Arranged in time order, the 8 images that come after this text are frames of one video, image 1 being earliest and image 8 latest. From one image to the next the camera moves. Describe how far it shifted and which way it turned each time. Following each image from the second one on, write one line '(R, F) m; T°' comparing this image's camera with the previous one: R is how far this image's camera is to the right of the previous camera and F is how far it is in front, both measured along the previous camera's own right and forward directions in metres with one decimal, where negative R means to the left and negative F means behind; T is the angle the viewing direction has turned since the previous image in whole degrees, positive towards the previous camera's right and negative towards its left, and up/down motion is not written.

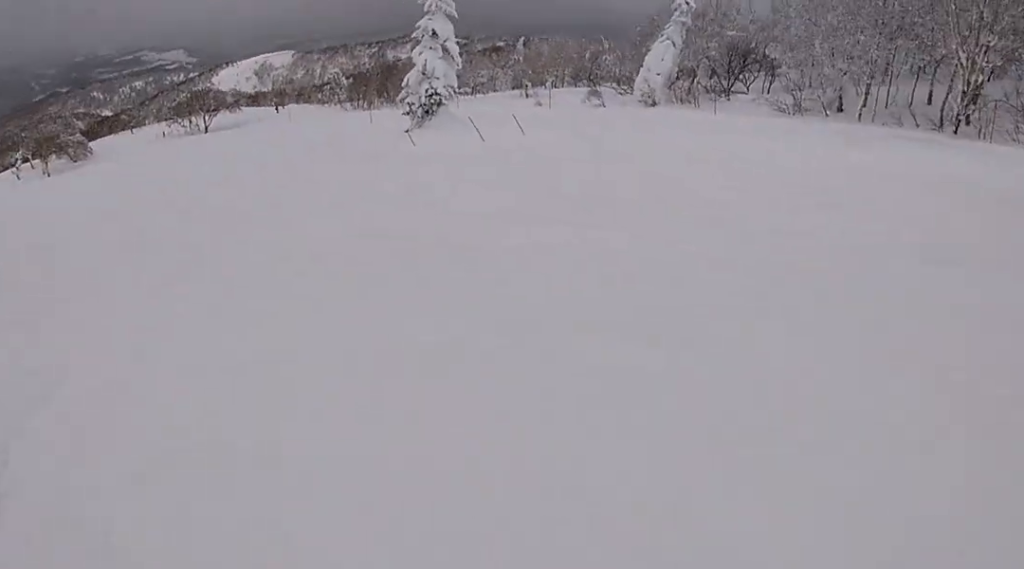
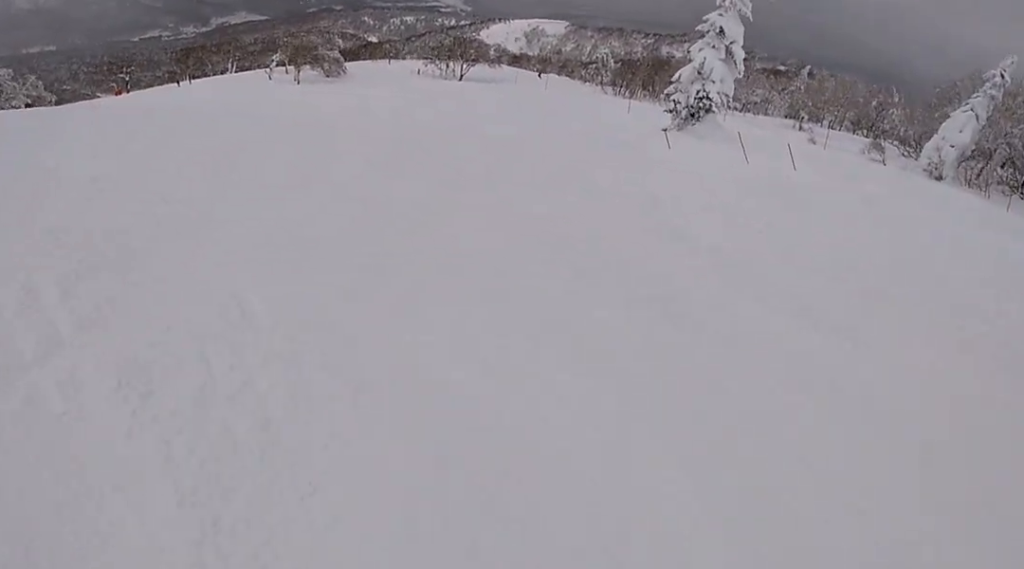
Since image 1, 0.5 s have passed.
(-0.3, +2.3) m; -12°
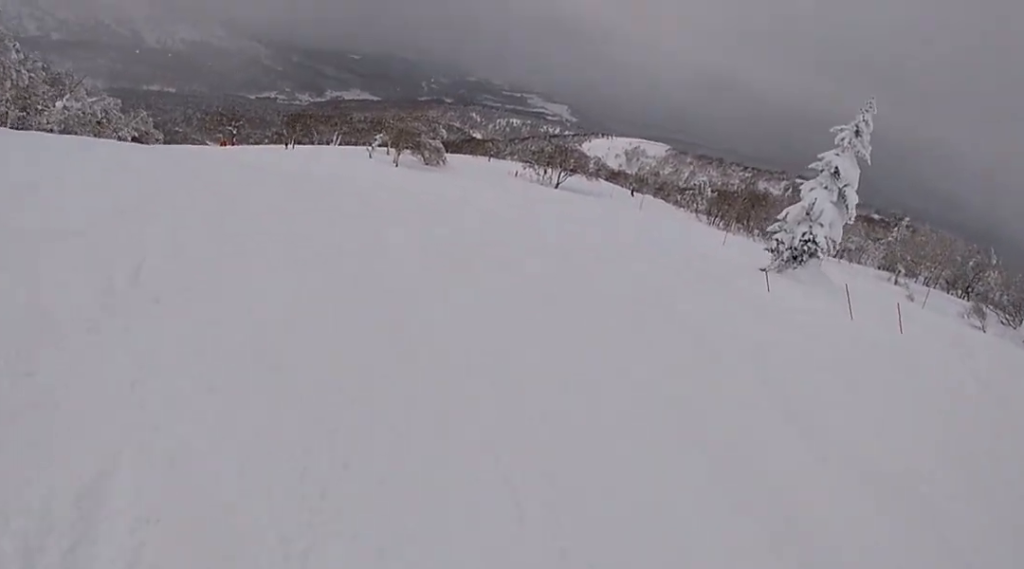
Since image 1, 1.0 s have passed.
(+0.2, +2.0) m; -11°
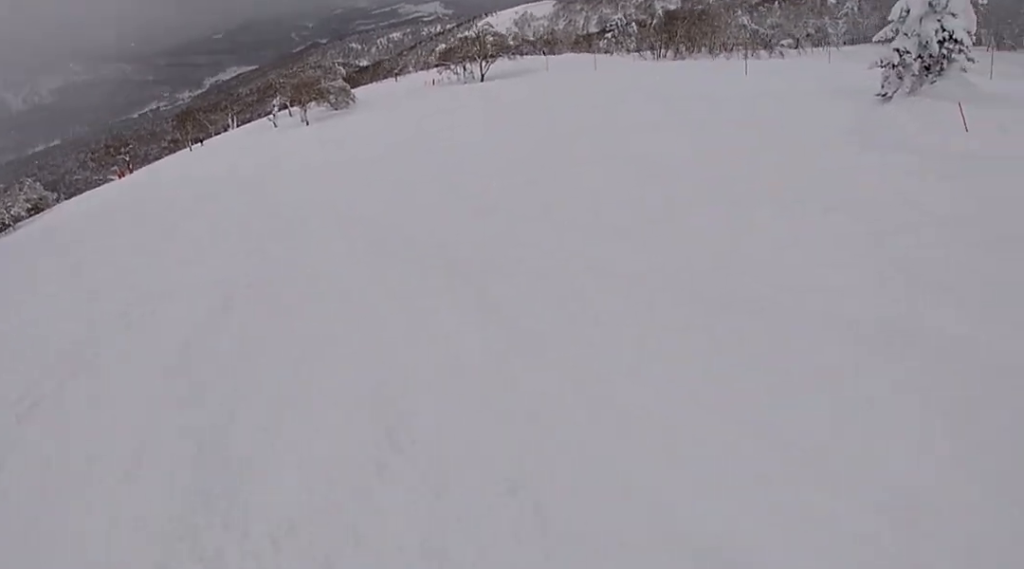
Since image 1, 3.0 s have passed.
(+0.1, +10.6) m; +10°
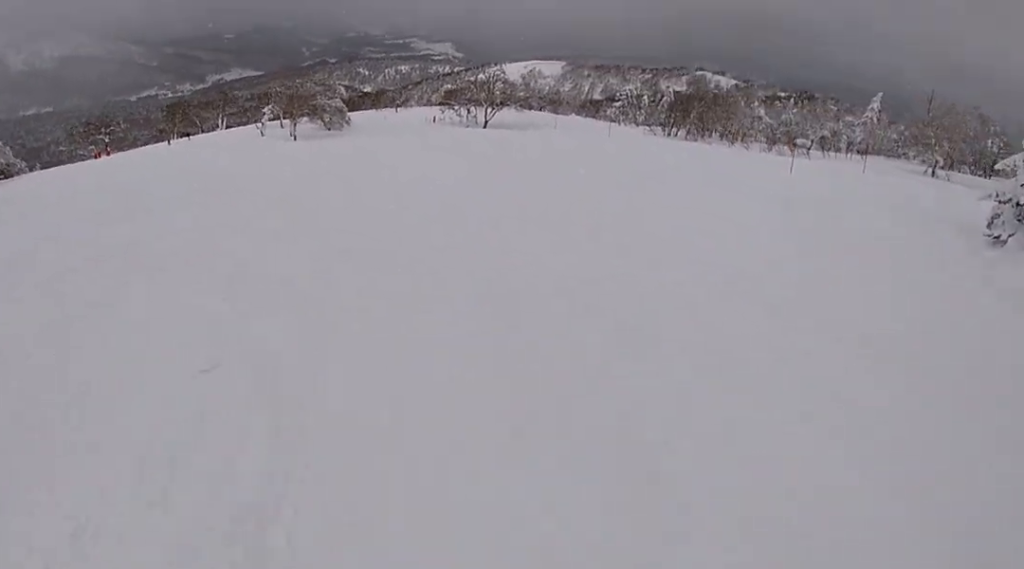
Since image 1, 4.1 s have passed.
(-0.6, +6.3) m; -15°
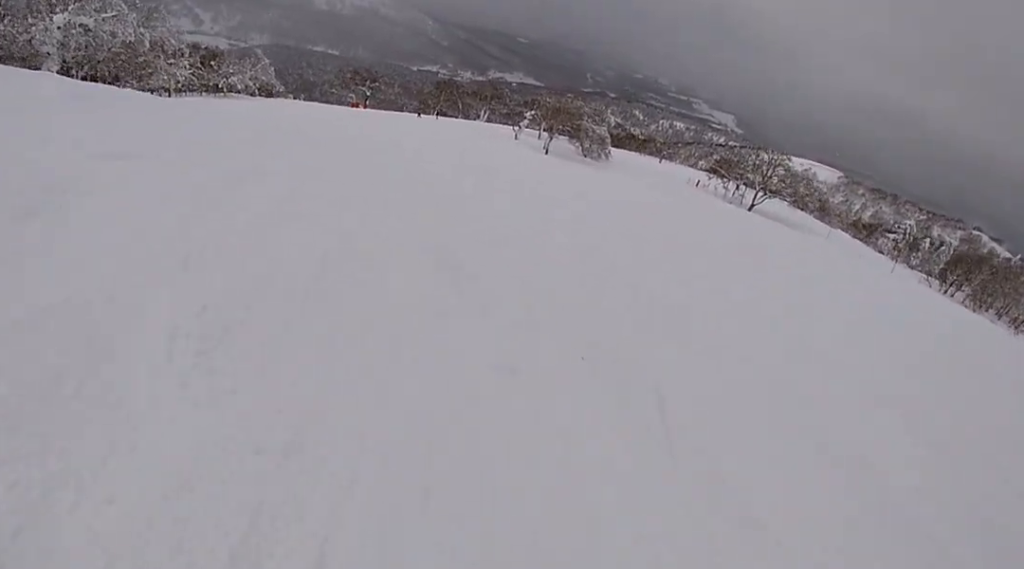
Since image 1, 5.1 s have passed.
(-1.1, +6.2) m; -12°
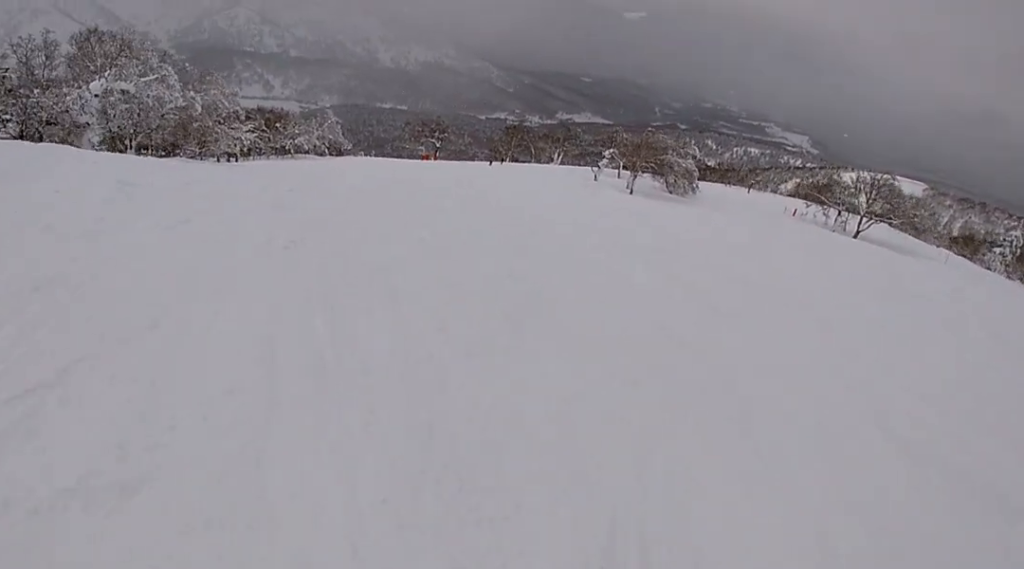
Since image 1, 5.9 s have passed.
(-0.2, +5.2) m; -1°
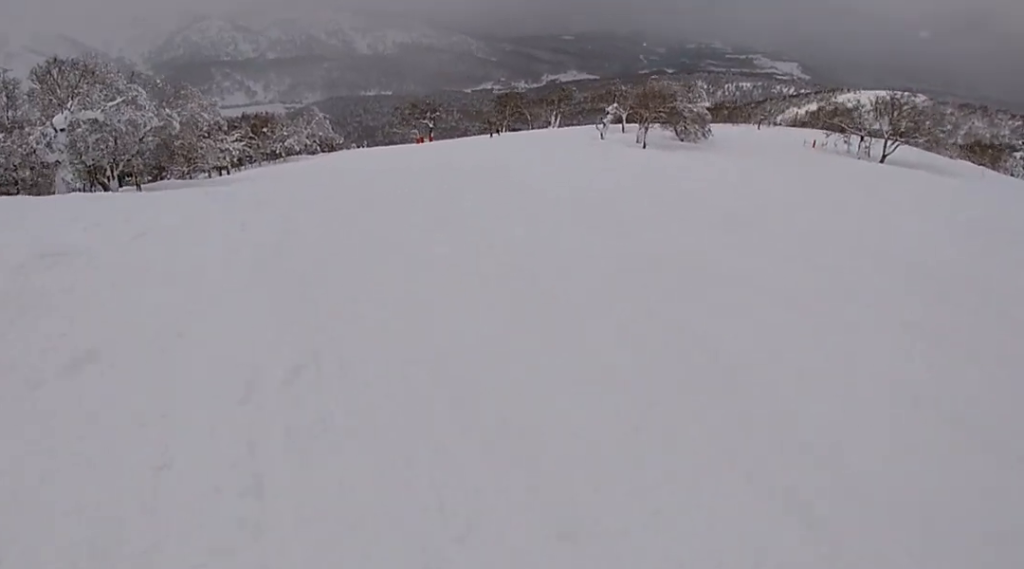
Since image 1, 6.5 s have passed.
(0.0, +3.9) m; +6°
